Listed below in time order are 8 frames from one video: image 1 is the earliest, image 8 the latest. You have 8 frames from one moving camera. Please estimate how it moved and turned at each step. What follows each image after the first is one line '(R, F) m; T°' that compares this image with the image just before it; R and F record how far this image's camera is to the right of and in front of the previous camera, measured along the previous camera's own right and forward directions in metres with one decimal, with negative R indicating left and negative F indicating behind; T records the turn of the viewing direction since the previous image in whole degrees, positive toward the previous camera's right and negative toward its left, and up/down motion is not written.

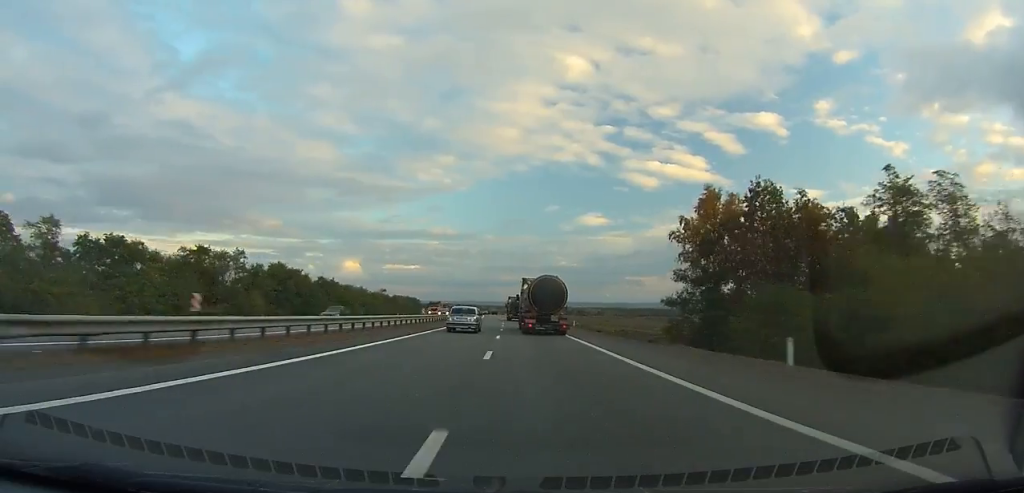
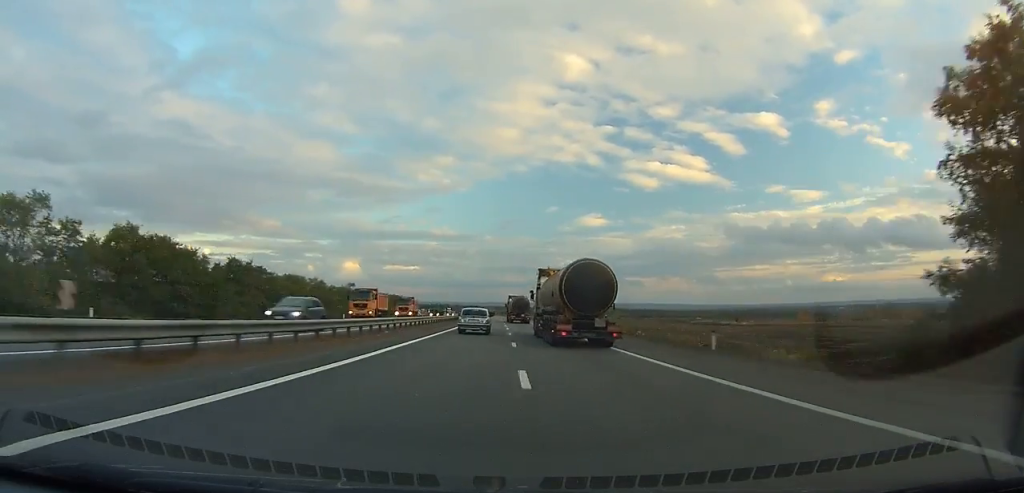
(-0.5, +40.1) m; -1°
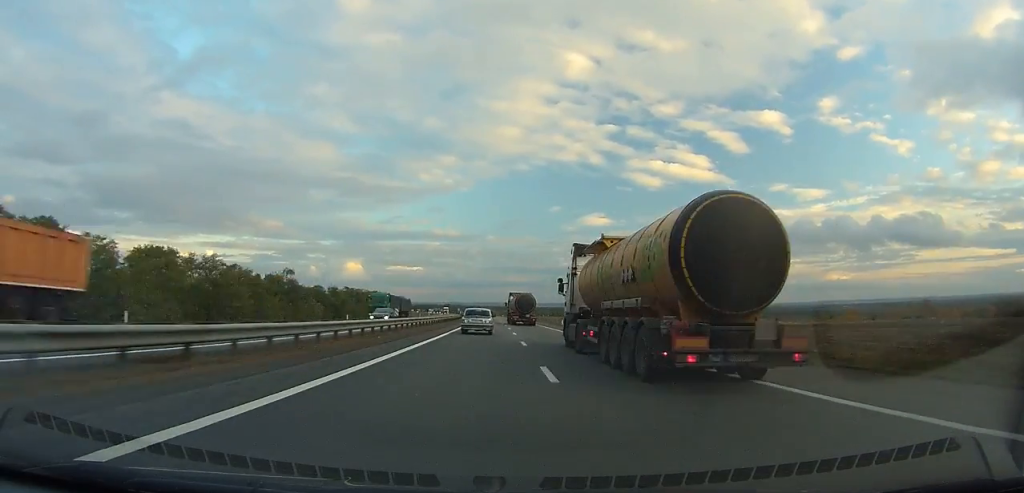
(-0.4, +46.8) m; -1°
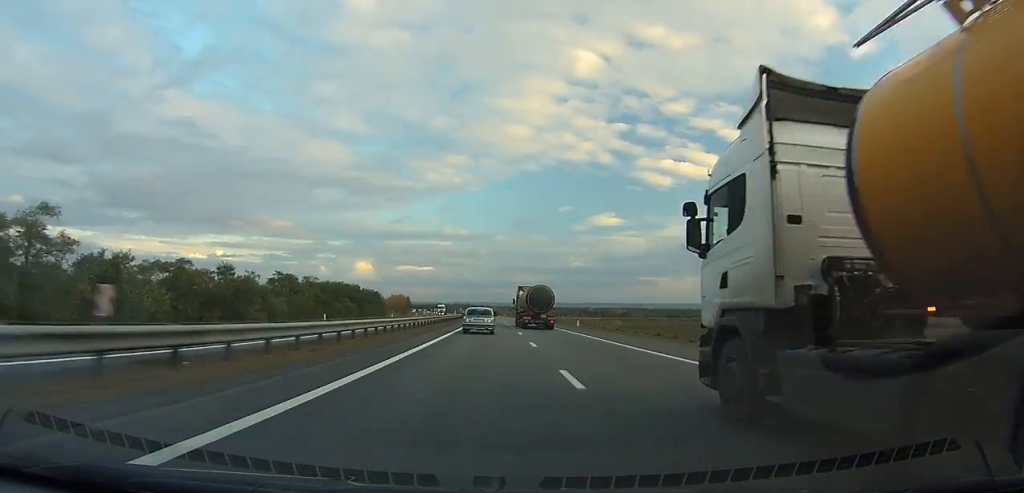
(-0.5, +60.4) m; -1°
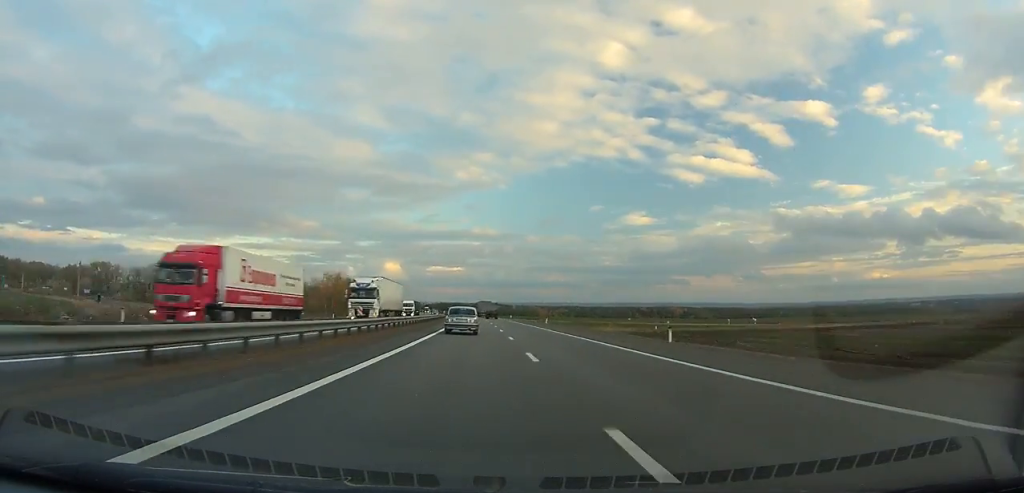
(-8.0, +234.1) m; -3°
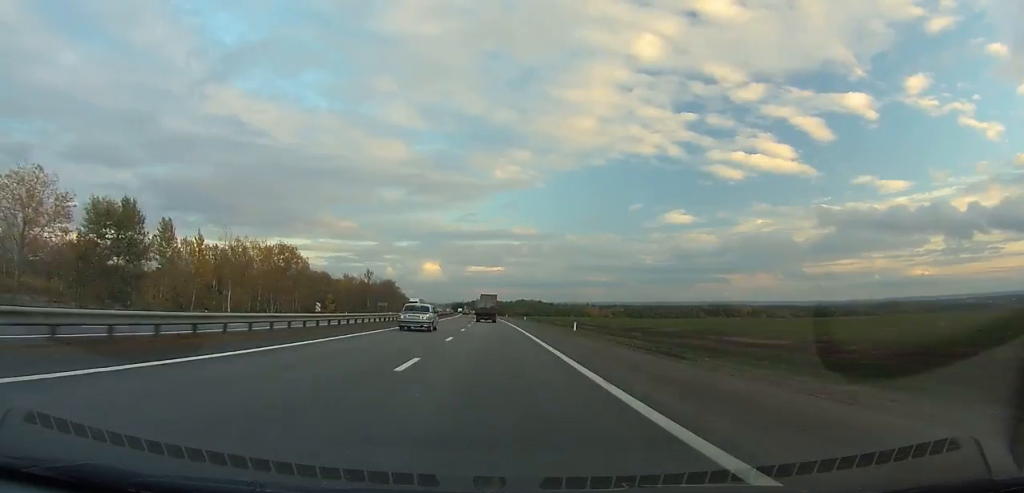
(-2.1, +143.3) m; -3°
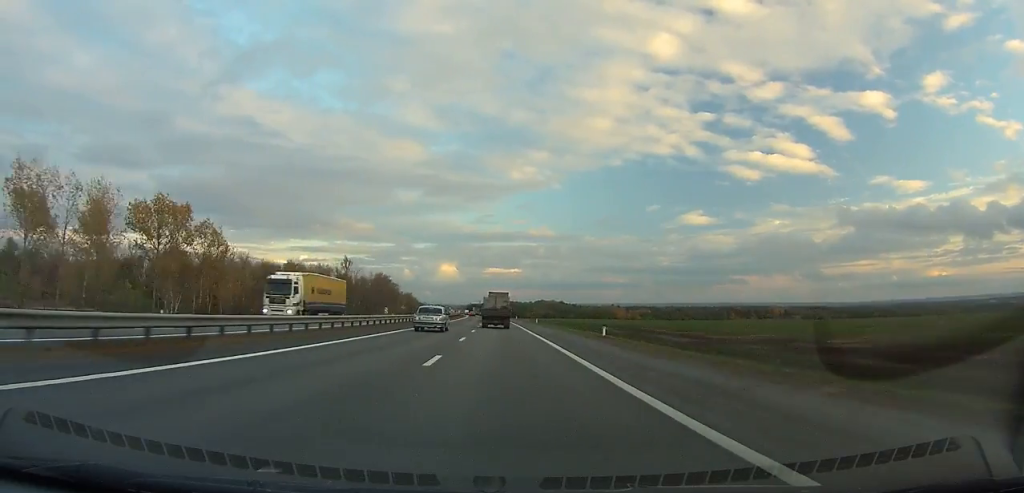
(-1.0, +56.6) m; -2°
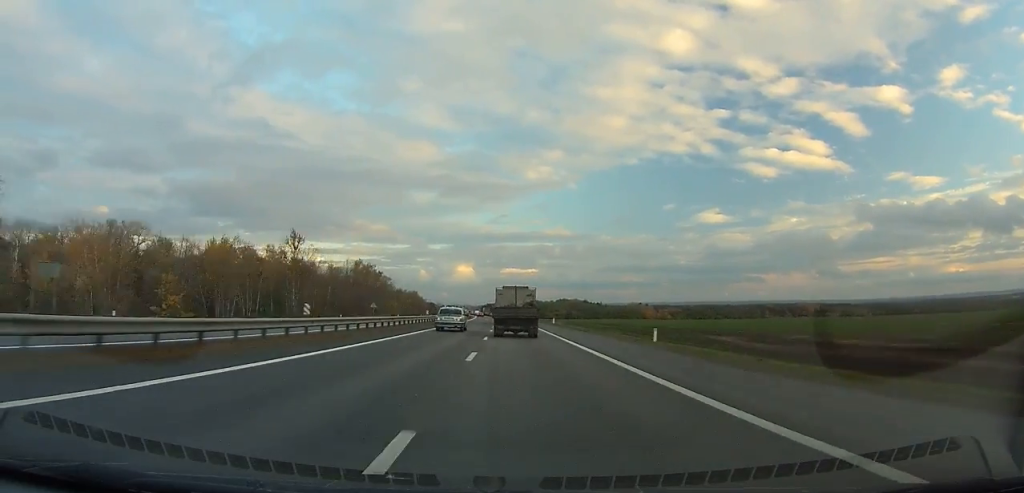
(-1.1, +55.3) m; -2°
